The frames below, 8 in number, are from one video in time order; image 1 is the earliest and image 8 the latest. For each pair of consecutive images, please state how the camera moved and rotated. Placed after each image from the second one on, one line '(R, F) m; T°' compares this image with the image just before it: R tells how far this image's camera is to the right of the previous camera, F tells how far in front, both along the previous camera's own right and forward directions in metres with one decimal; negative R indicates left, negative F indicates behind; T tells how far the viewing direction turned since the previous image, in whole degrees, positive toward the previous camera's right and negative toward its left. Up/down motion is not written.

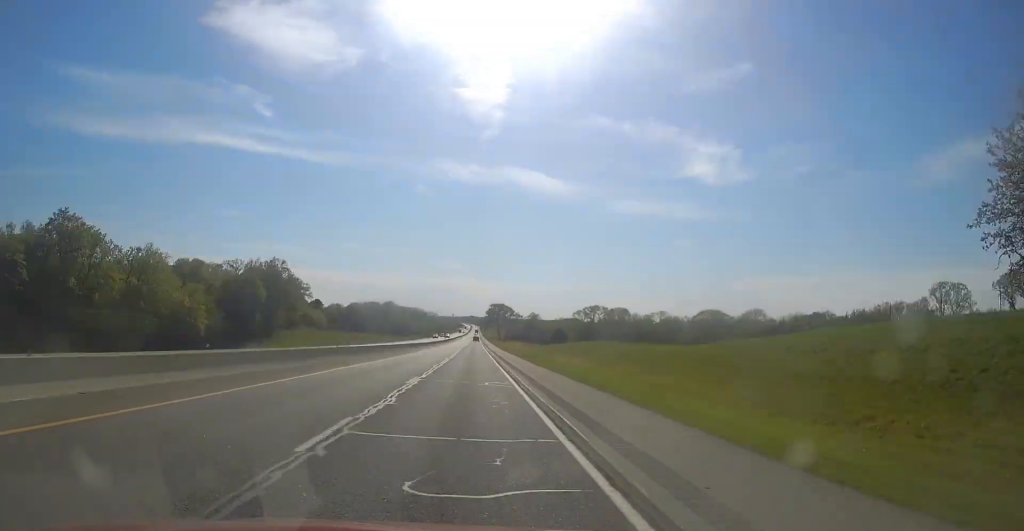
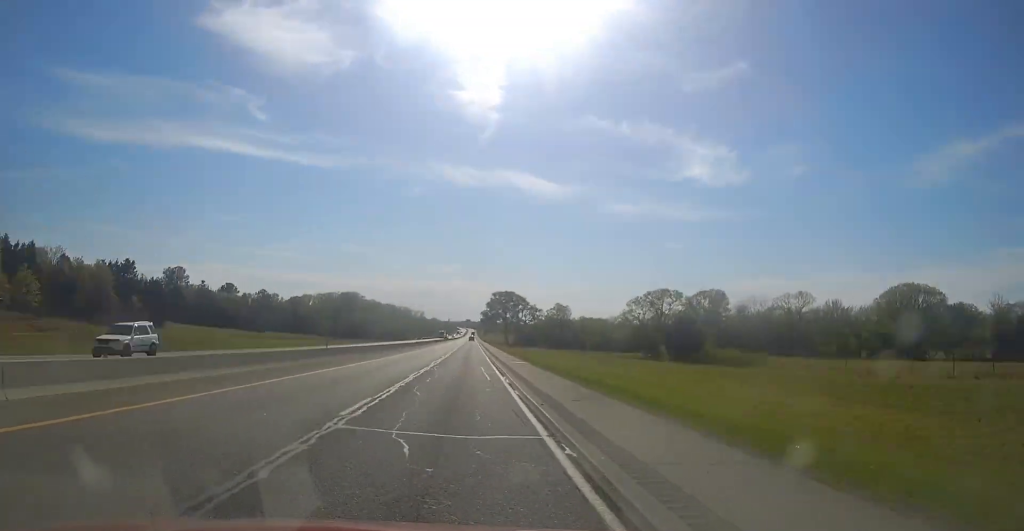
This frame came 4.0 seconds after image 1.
(-0.1, +135.6) m; 0°
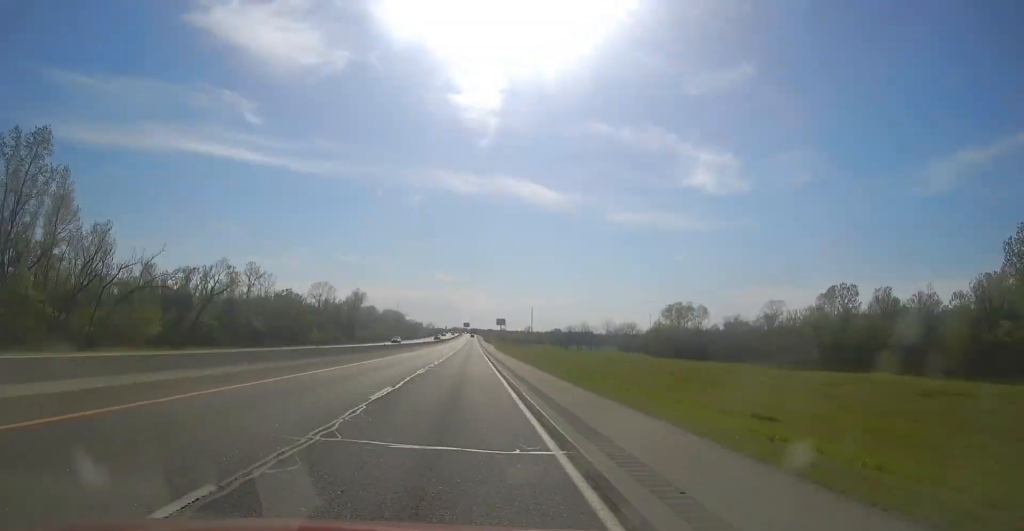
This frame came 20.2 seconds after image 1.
(-0.5, +516.9) m; 0°
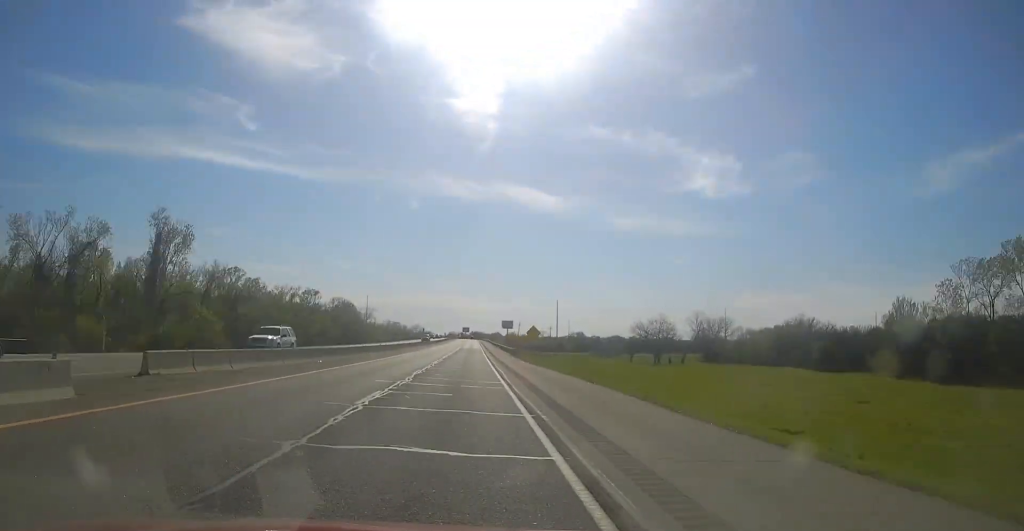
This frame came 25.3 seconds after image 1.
(-0.1, +164.2) m; -1°
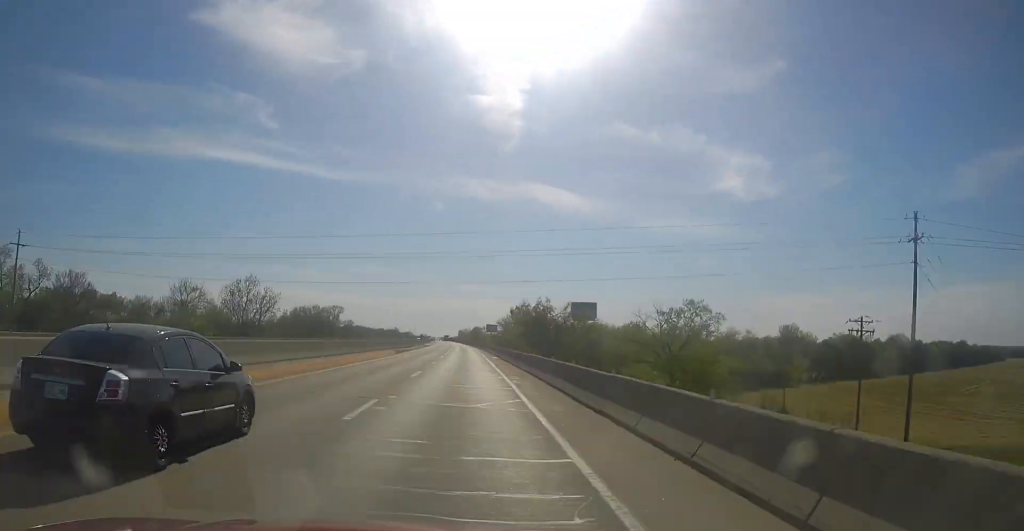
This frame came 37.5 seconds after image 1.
(-8.2, +395.3) m; -3°
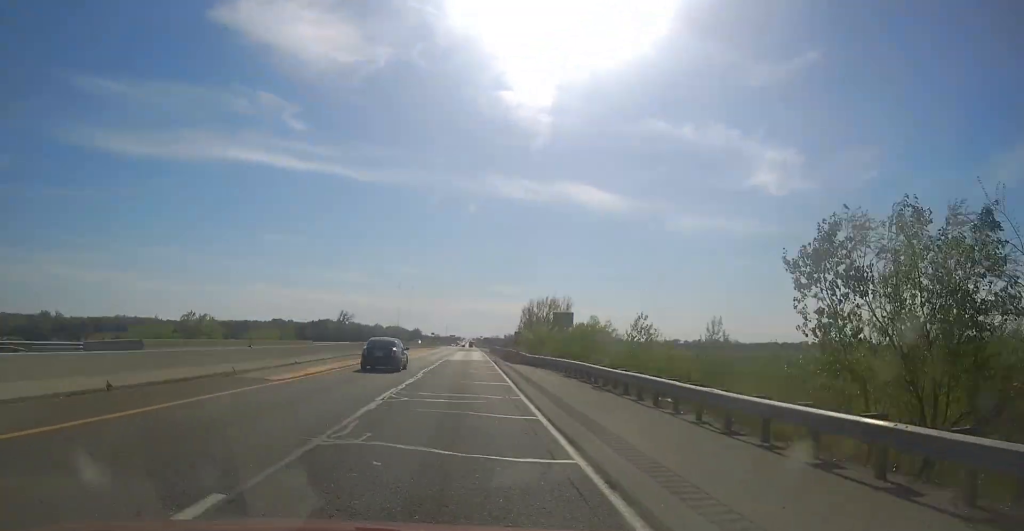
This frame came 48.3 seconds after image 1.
(-8.2, +344.2) m; -2°
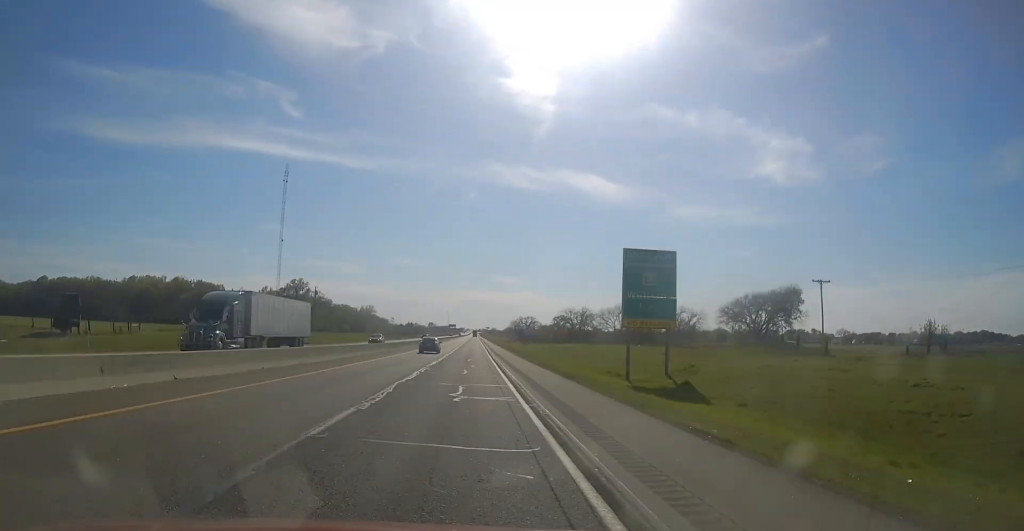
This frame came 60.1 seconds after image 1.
(-1.9, +378.0) m; 0°
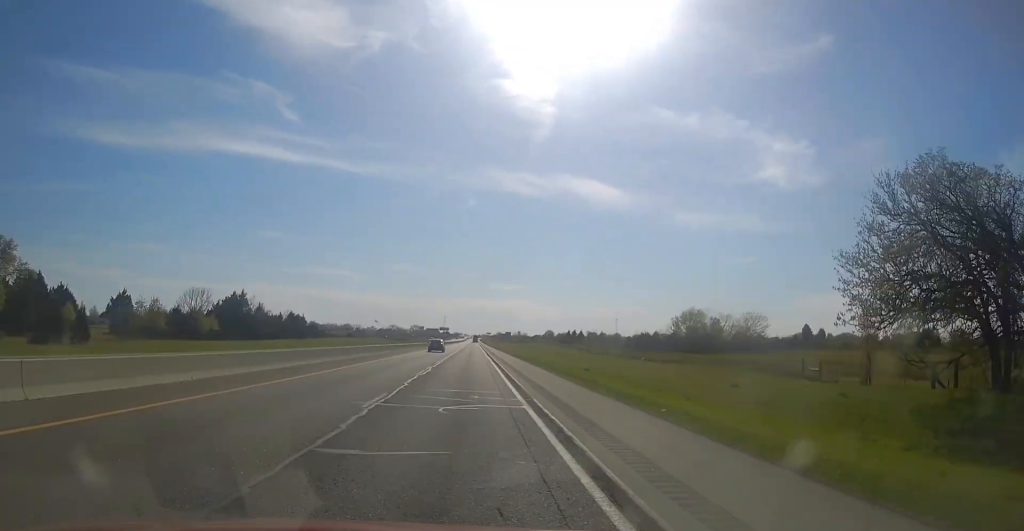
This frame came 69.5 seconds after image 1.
(0.0, +302.5) m; 0°
